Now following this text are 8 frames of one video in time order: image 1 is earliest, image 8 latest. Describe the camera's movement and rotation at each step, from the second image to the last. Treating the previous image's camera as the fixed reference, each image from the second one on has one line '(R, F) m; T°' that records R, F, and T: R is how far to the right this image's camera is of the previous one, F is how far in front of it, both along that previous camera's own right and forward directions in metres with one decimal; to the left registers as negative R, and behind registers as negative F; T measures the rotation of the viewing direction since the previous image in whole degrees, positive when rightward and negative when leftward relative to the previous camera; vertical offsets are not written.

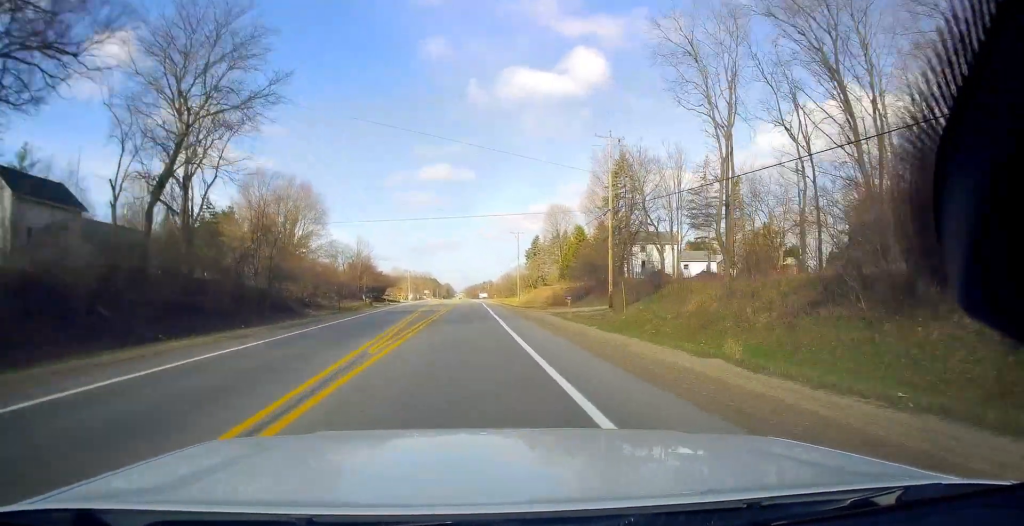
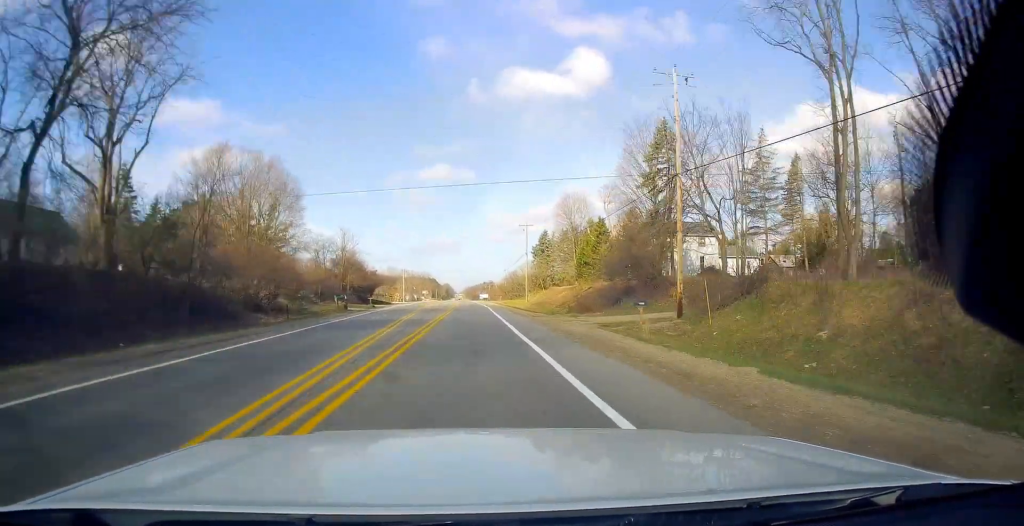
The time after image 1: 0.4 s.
(0.0, +14.5) m; 0°
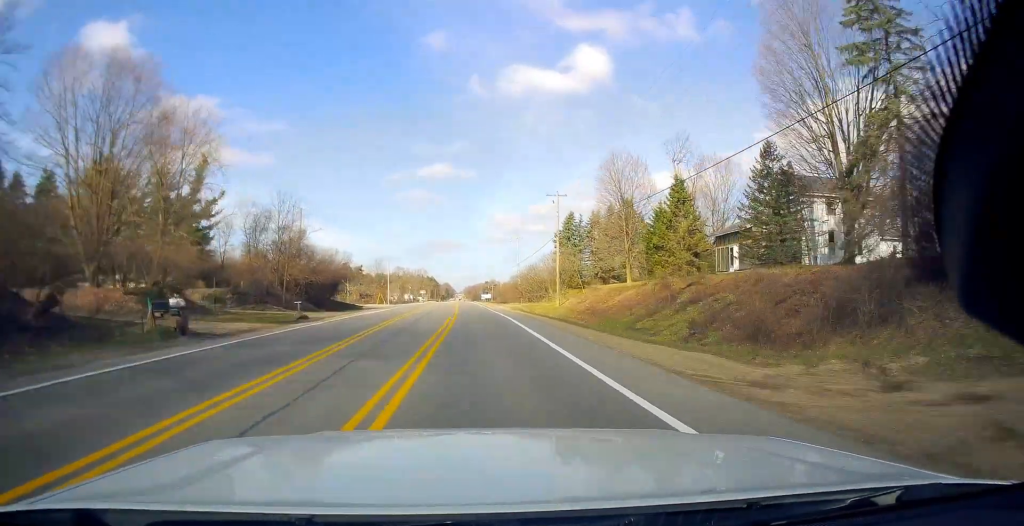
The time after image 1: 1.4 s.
(0.0, +31.2) m; 0°
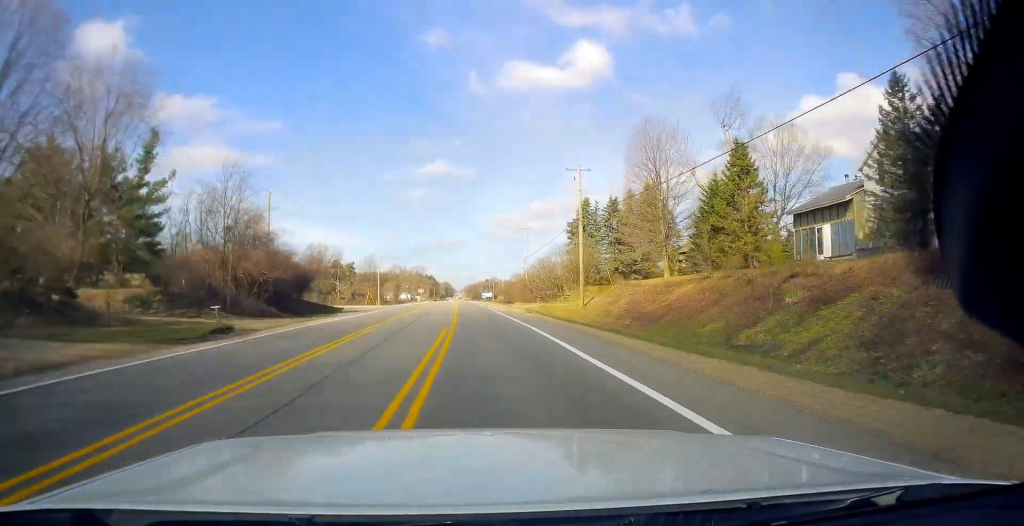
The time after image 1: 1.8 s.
(0.0, +13.4) m; 0°
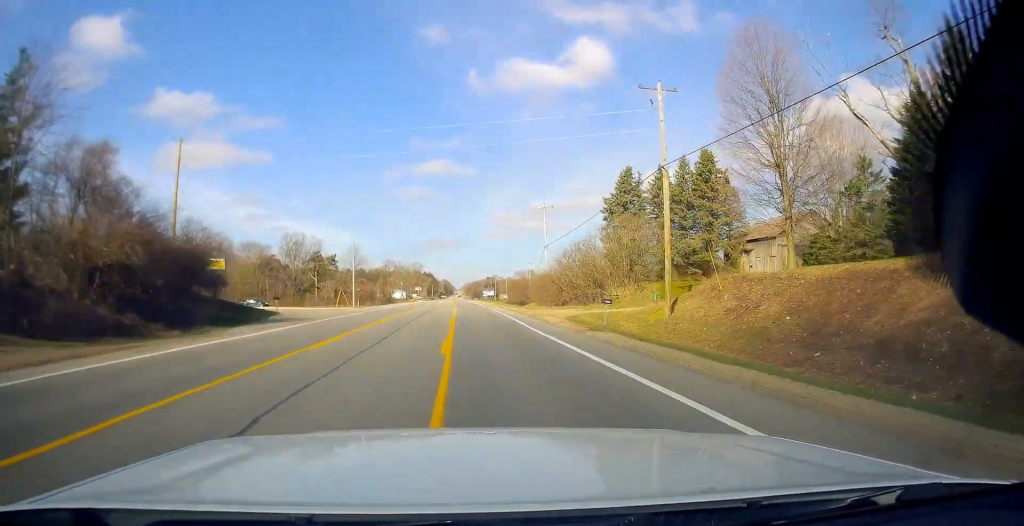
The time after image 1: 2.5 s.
(+0.1, +23.4) m; -1°
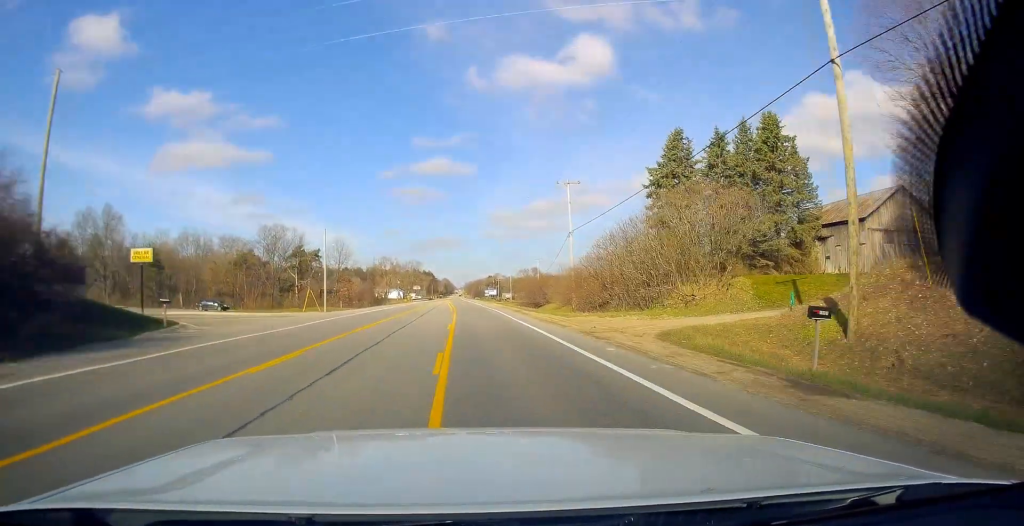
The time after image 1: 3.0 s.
(-0.2, +16.7) m; 0°
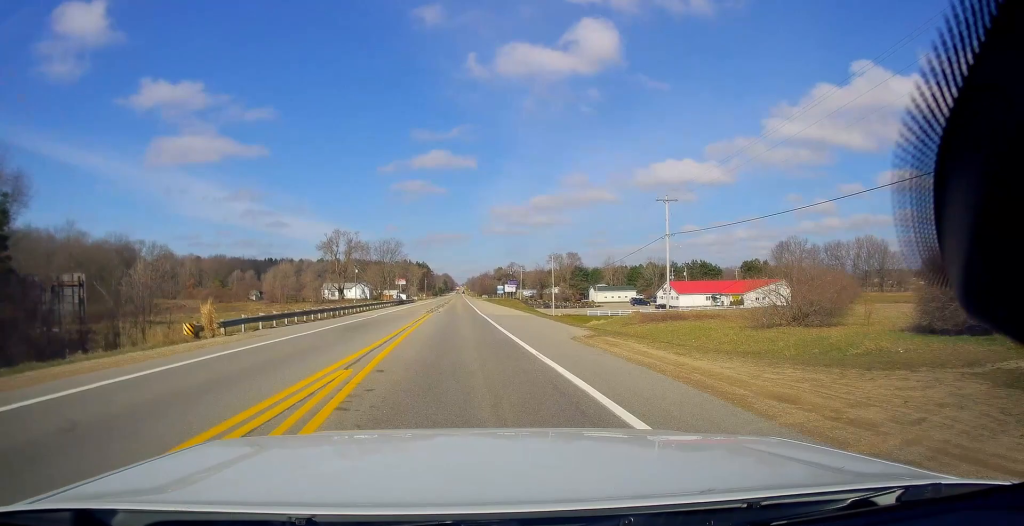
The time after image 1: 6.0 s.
(+0.4, +99.7) m; 0°
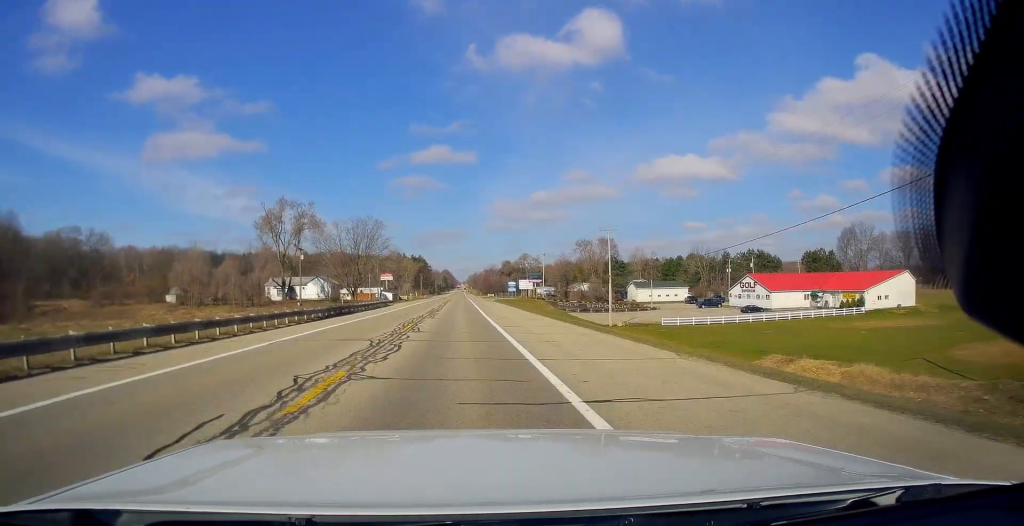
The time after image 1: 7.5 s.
(+0.2, +48.2) m; +1°
